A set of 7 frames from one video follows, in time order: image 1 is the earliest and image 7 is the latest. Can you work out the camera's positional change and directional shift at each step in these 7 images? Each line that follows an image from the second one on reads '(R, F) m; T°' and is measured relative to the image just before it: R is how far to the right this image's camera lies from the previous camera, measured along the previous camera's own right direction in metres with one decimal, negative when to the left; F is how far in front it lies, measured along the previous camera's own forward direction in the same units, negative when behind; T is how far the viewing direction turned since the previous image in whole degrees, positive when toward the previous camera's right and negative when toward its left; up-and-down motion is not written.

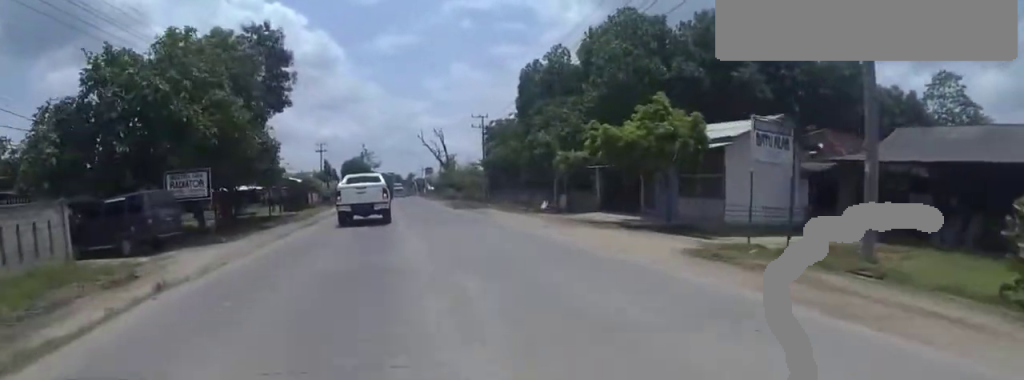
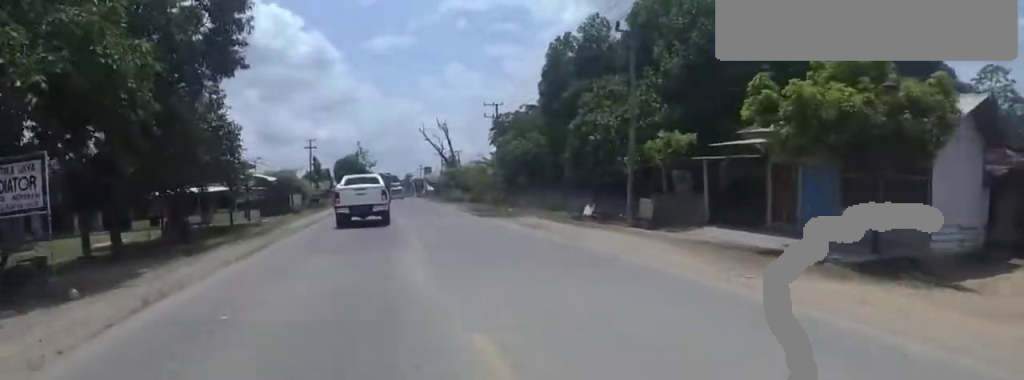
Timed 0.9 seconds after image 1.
(0.0, +8.7) m; 0°
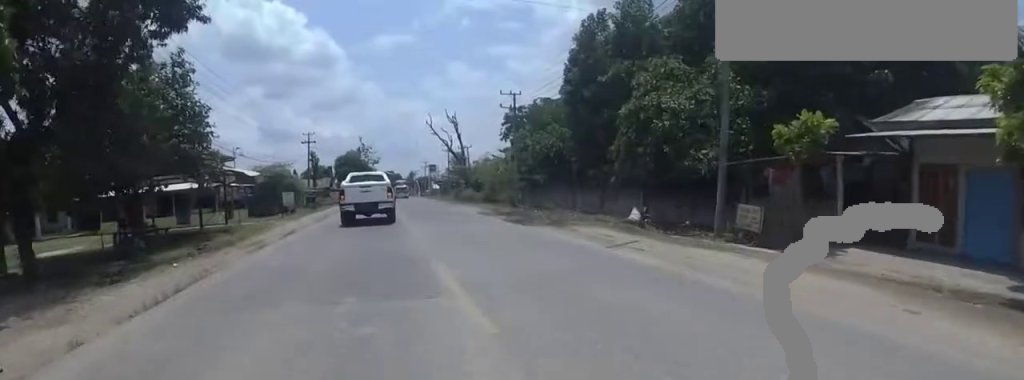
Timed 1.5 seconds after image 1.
(0.0, +5.3) m; 0°
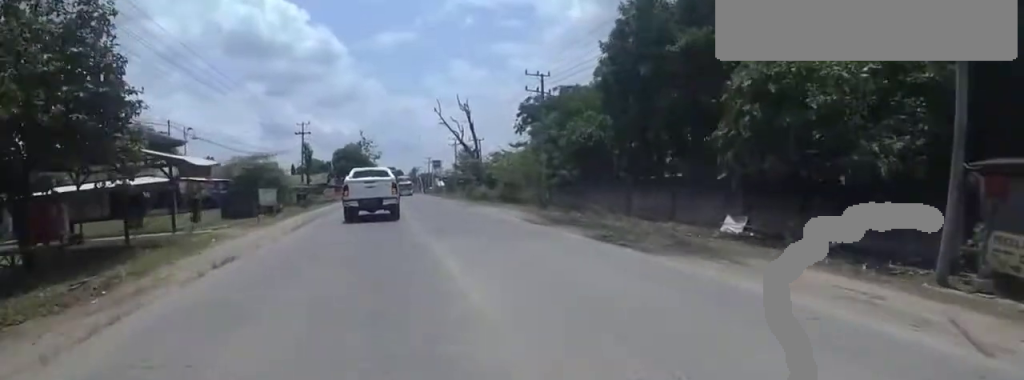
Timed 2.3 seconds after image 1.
(0.0, +7.2) m; 0°
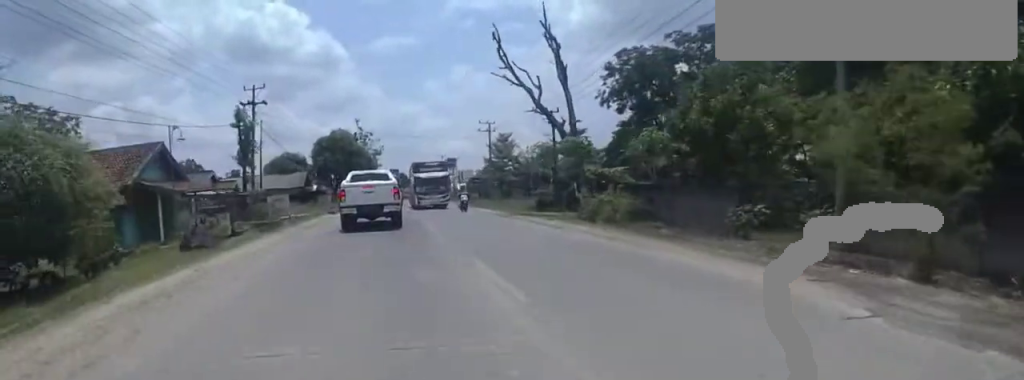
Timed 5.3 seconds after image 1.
(0.0, +25.0) m; 0°
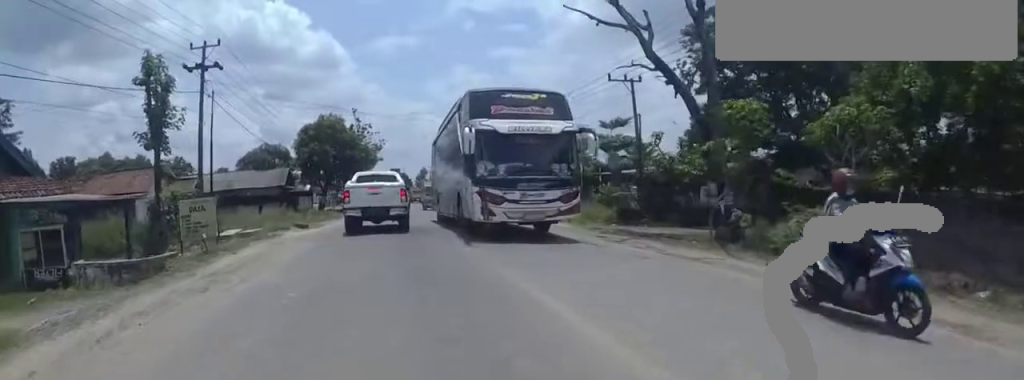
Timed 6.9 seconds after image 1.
(0.0, +11.7) m; 0°
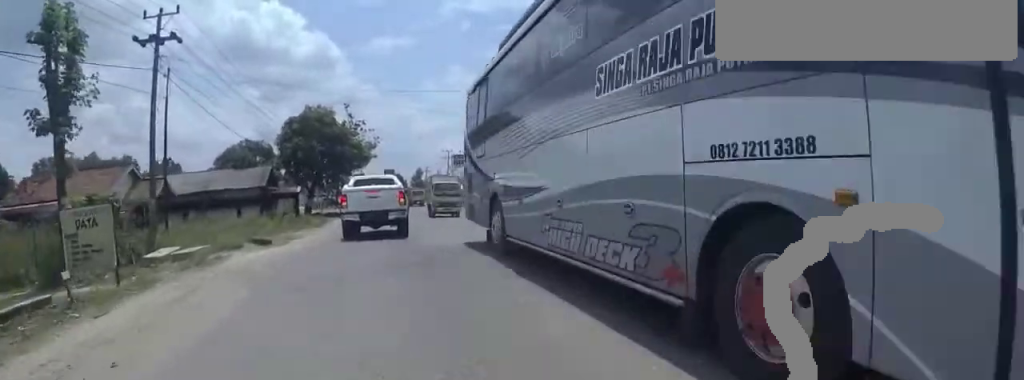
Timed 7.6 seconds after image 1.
(0.0, +5.2) m; 0°
